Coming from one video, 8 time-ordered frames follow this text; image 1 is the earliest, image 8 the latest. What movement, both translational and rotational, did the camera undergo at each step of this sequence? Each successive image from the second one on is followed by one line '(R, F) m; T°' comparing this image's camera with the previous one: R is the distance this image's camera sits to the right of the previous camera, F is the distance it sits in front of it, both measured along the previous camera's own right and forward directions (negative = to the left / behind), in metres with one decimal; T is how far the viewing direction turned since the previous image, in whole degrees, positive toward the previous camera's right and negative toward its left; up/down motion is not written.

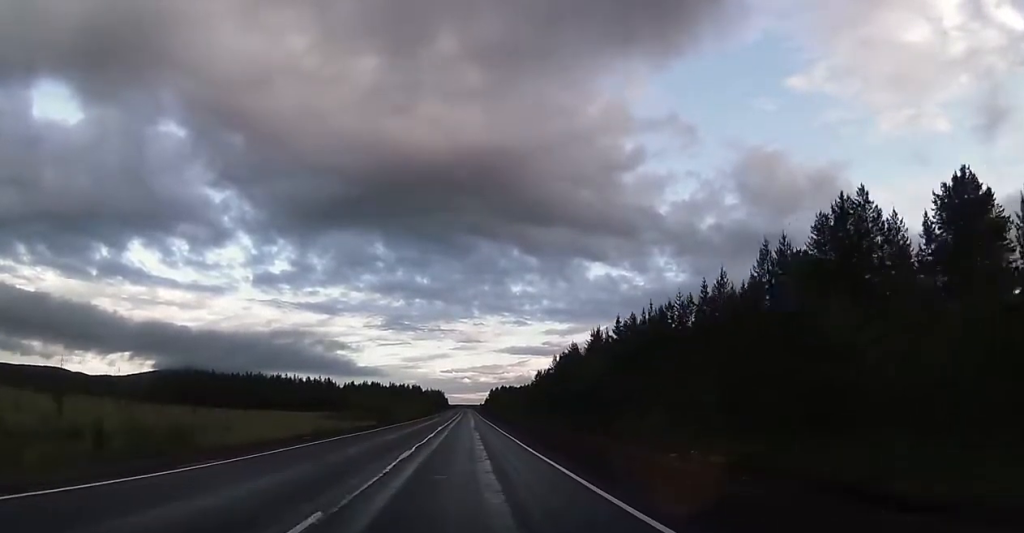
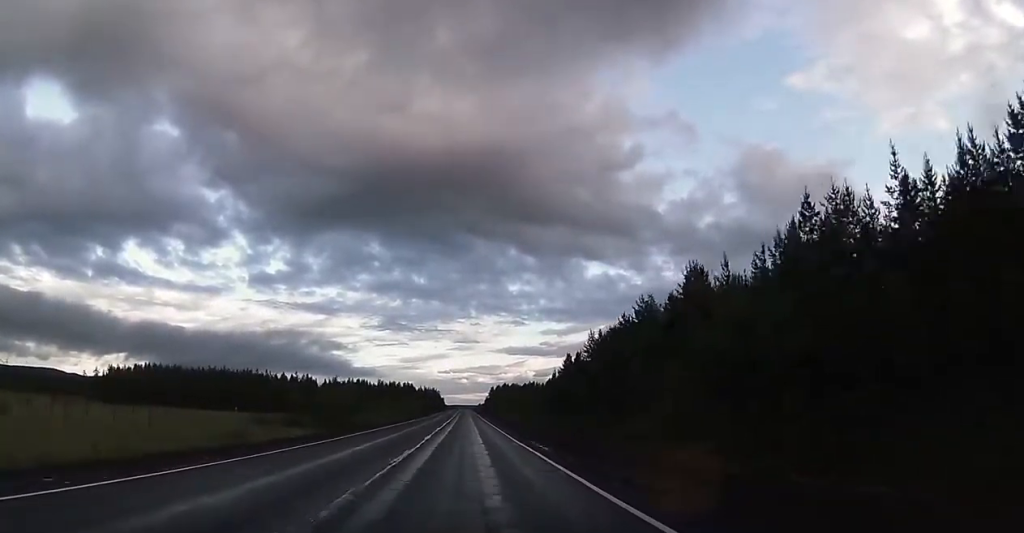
(-0.2, +37.7) m; 0°
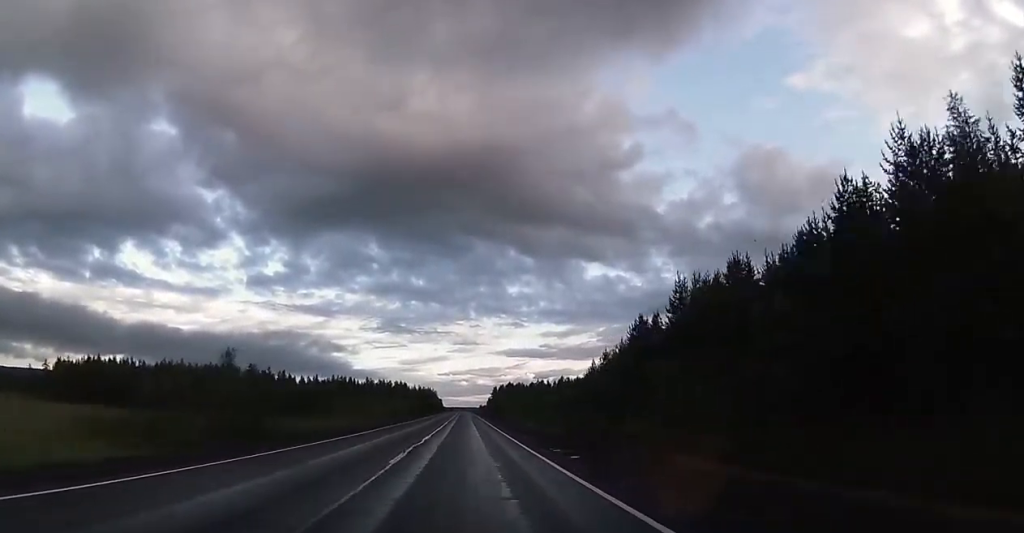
(+0.3, +35.8) m; 0°
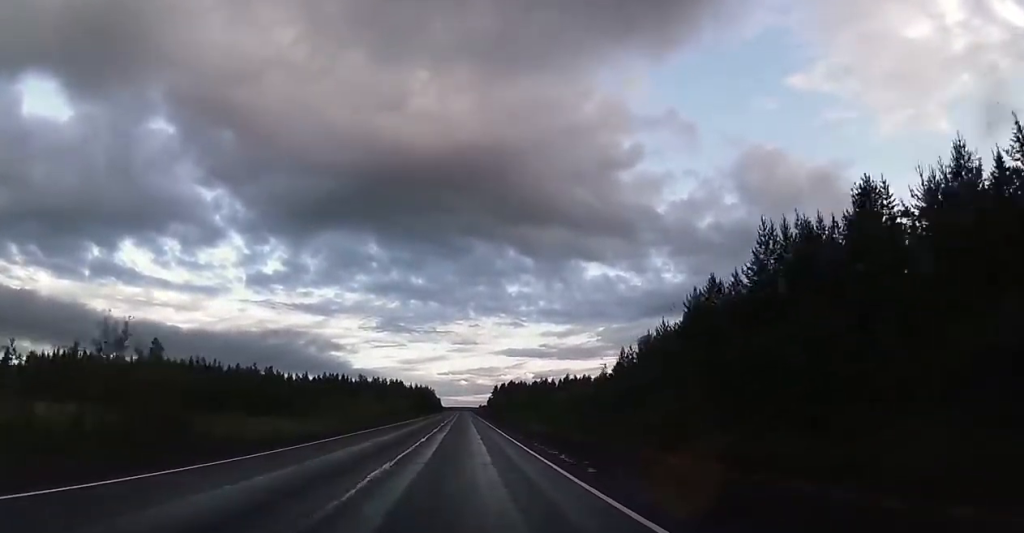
(-0.1, +15.1) m; 0°
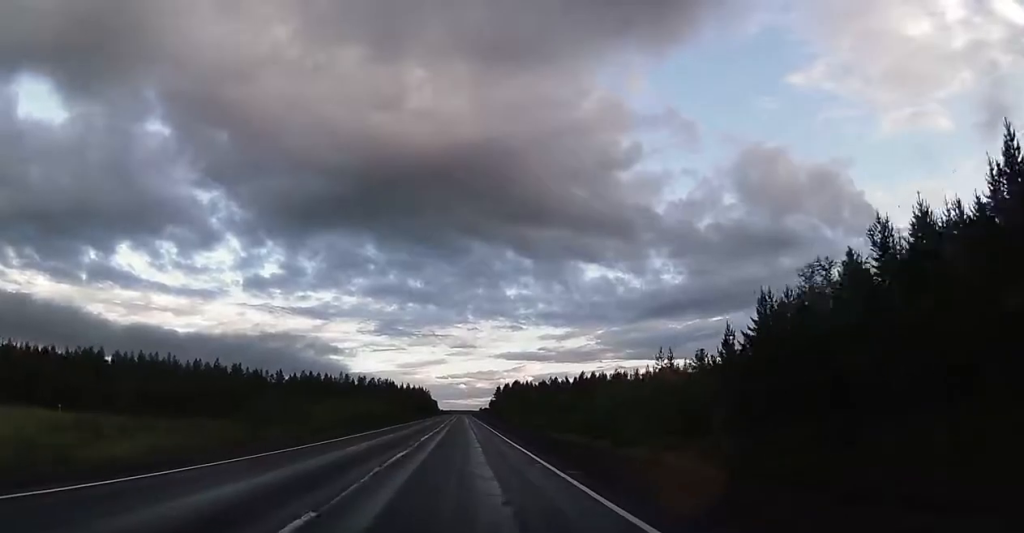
(-0.1, +31.2) m; 0°
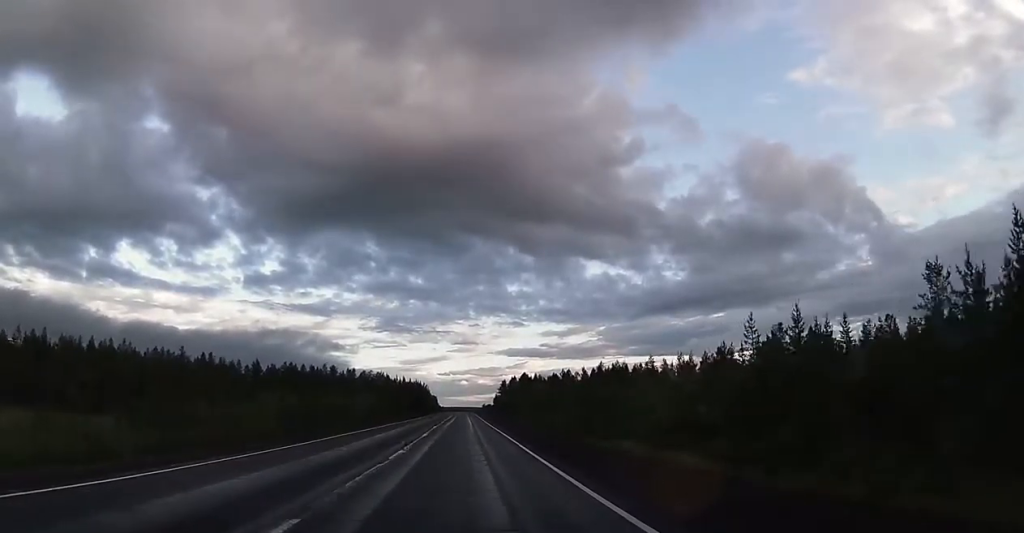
(+0.2, +24.5) m; 0°
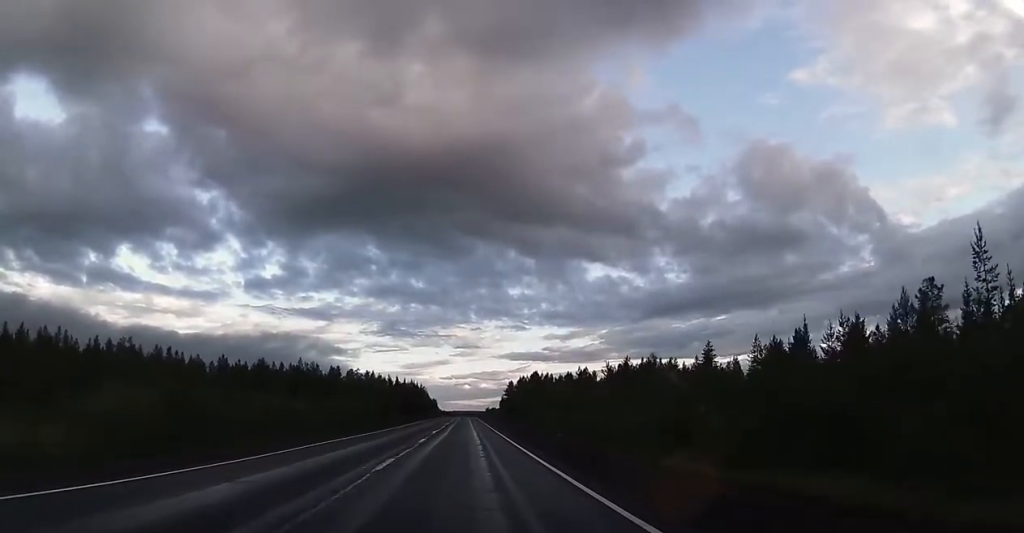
(-0.1, +26.3) m; -1°
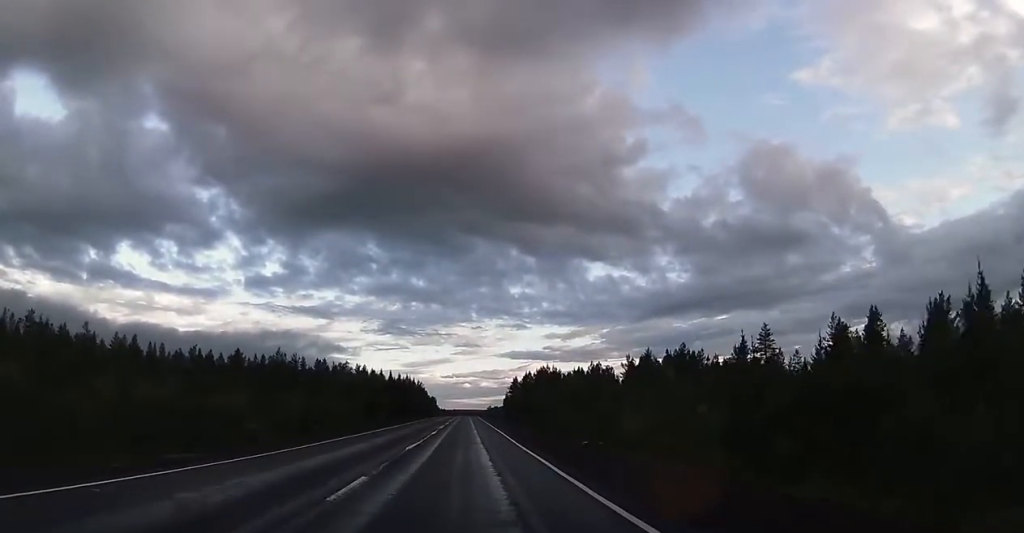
(-0.2, +16.9) m; 0°
